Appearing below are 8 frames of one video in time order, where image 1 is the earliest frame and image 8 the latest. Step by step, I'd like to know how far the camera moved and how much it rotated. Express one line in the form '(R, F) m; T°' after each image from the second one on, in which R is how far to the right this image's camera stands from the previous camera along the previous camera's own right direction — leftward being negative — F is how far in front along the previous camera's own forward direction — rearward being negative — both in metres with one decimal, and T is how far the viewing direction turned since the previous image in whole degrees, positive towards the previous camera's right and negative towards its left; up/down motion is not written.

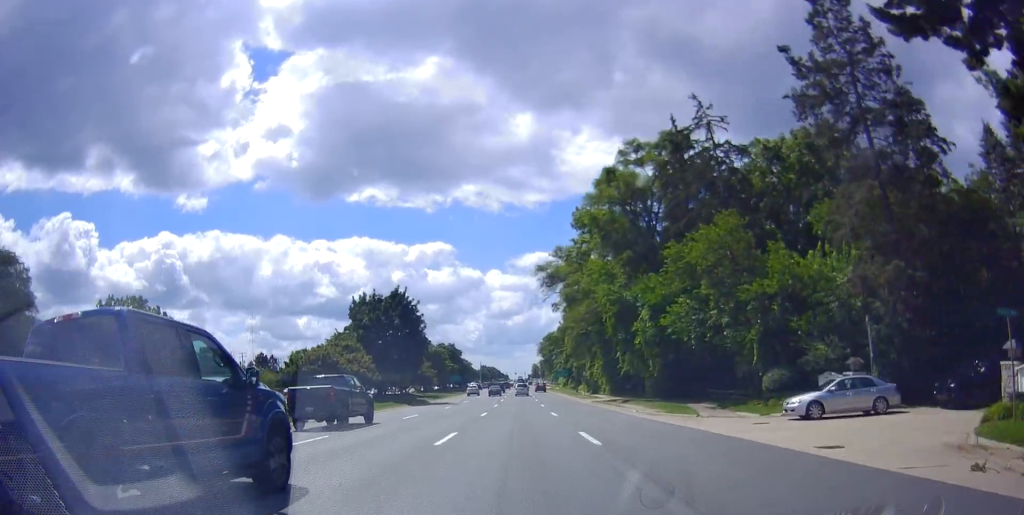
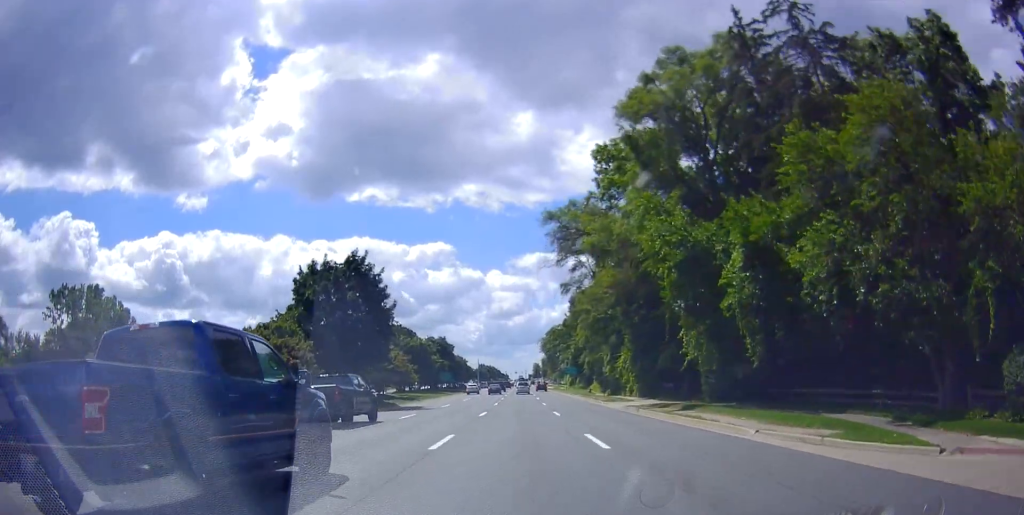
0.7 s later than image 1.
(0.0, +16.8) m; 0°
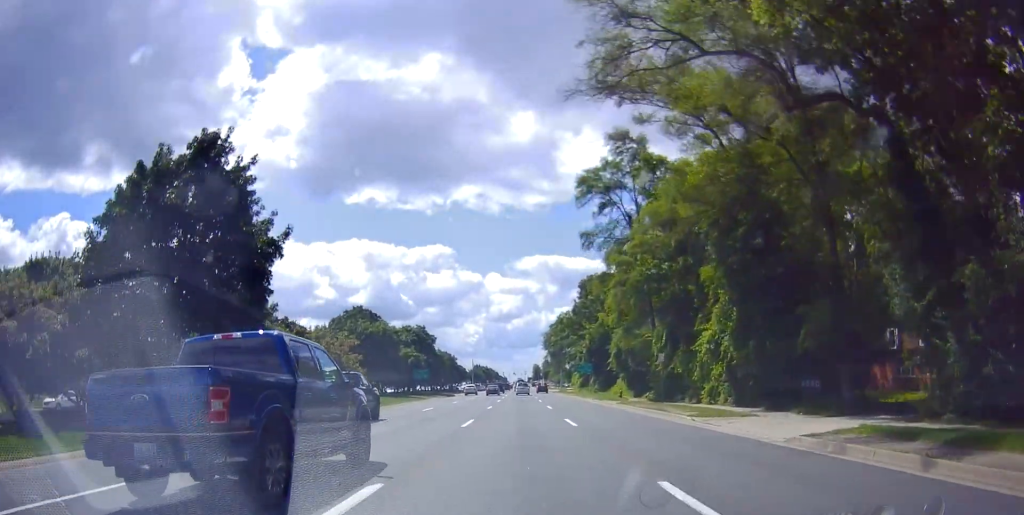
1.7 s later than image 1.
(0.0, +24.0) m; -1°
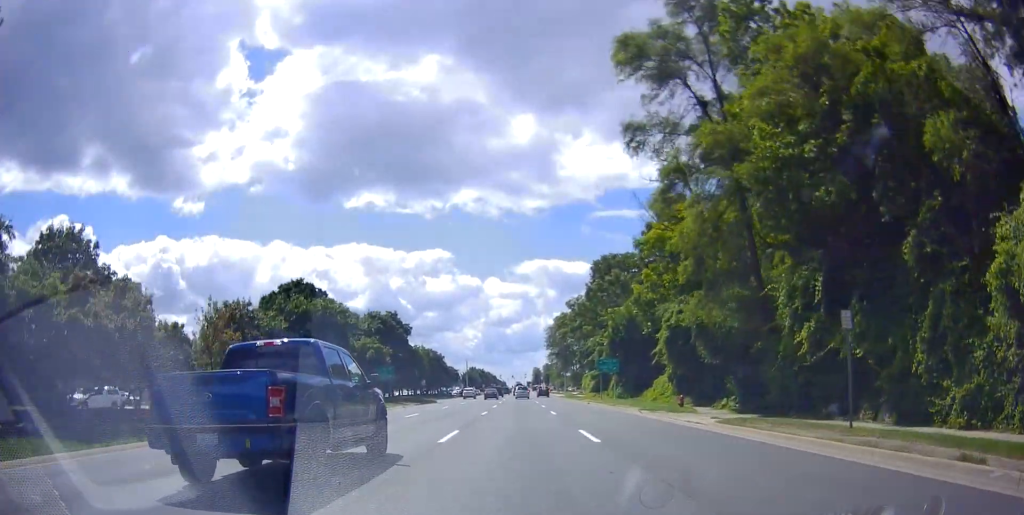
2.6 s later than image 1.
(-0.4, +20.6) m; -1°
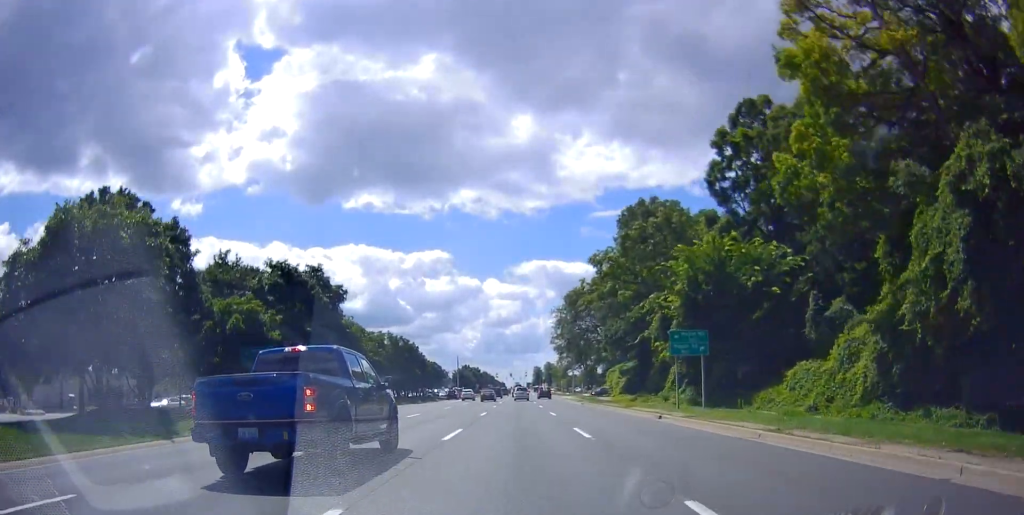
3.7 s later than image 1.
(+0.1, +27.2) m; +1°
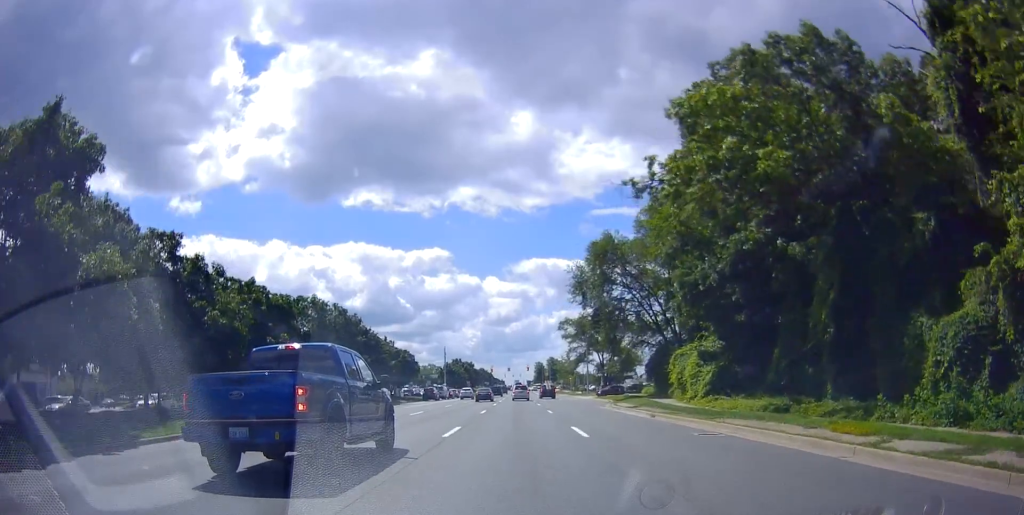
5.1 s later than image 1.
(+0.4, +30.8) m; +1°
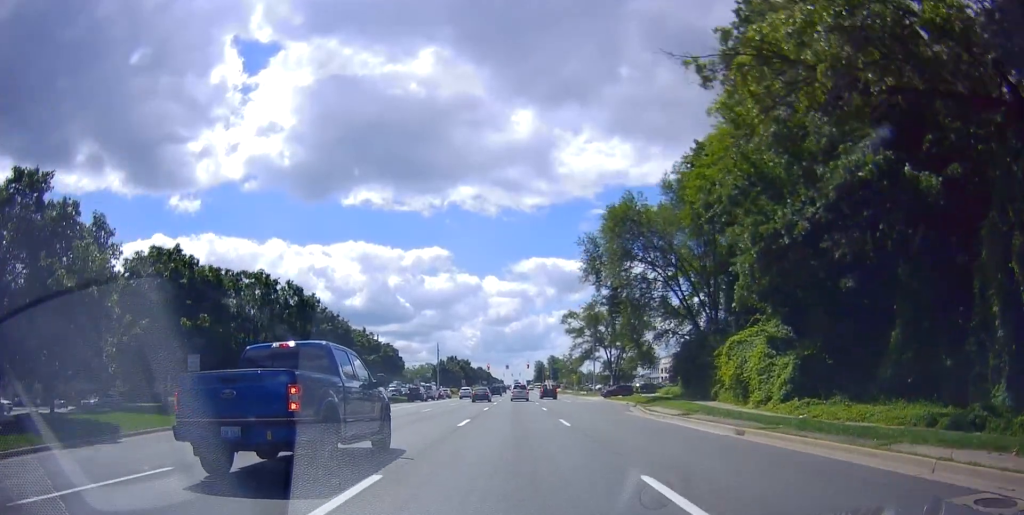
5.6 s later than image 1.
(0.0, +11.9) m; -1°
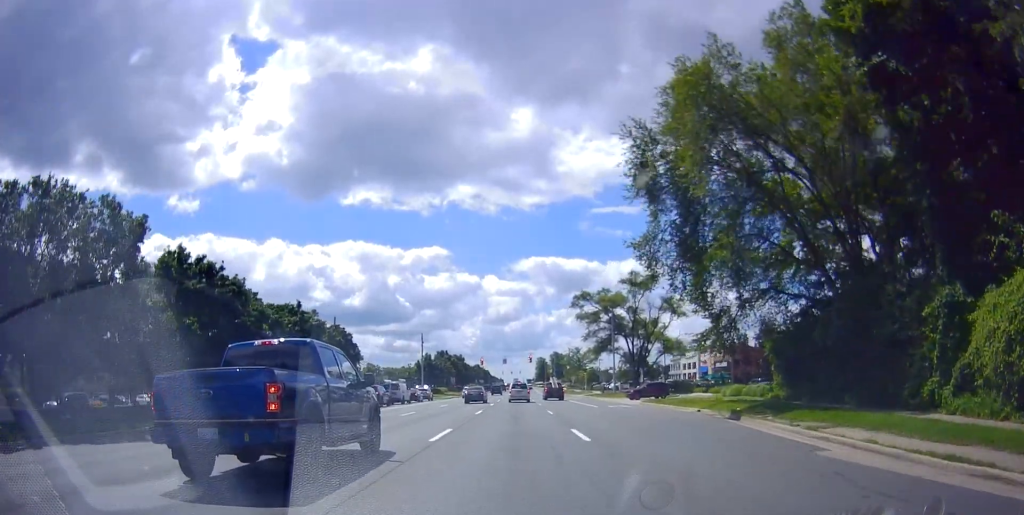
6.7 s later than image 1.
(-0.3, +24.4) m; -1°
